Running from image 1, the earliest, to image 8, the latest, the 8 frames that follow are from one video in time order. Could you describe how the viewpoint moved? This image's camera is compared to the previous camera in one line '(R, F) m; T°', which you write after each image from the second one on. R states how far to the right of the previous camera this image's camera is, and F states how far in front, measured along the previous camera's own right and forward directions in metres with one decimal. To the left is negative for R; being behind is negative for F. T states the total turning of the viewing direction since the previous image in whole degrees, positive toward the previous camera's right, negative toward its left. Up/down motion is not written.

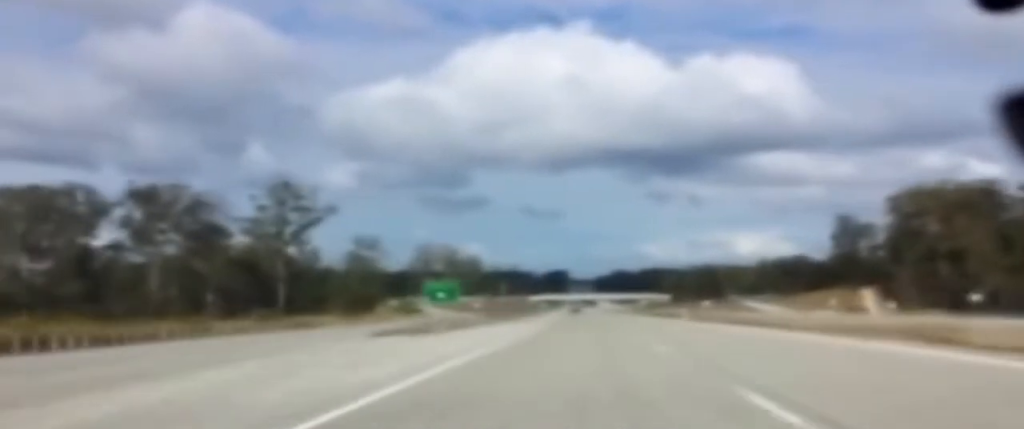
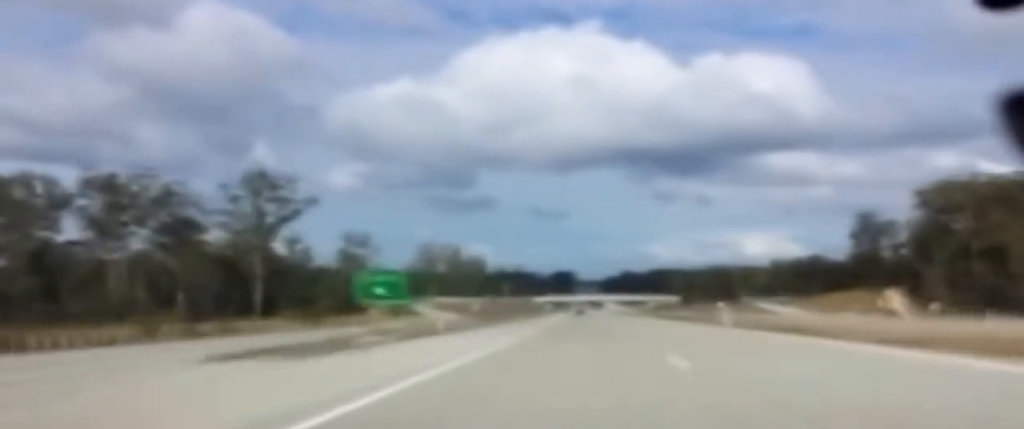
(+0.1, +16.4) m; 0°
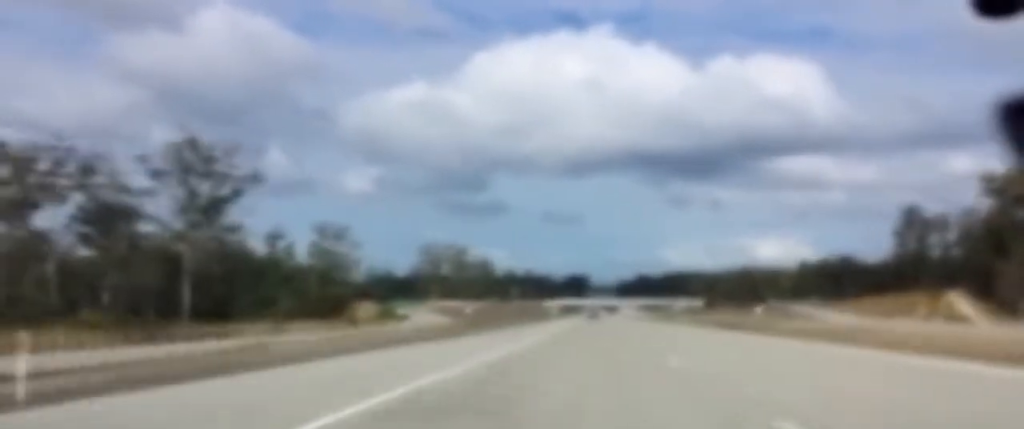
(-0.3, +33.7) m; -1°
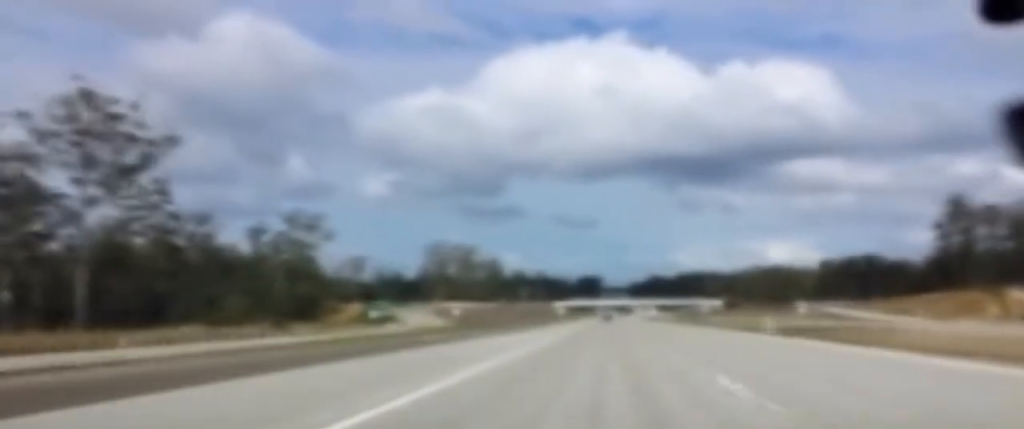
(-0.1, +31.6) m; 0°
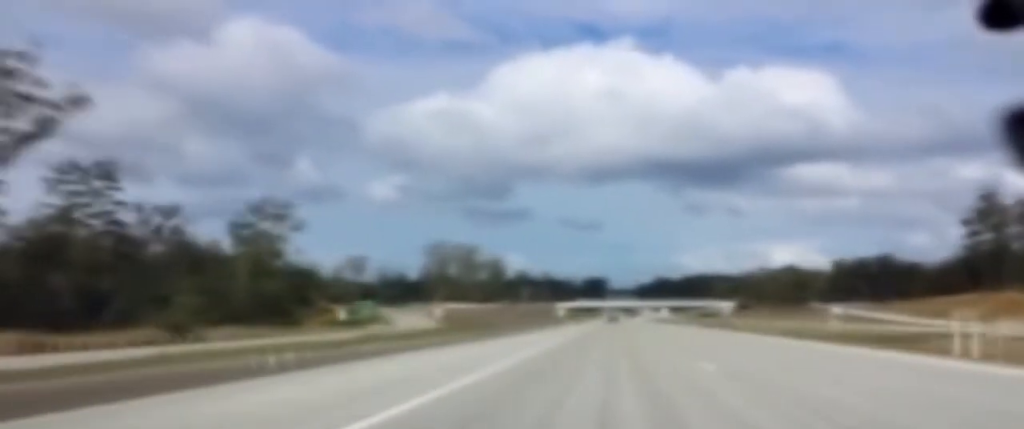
(+0.2, +20.3) m; 0°
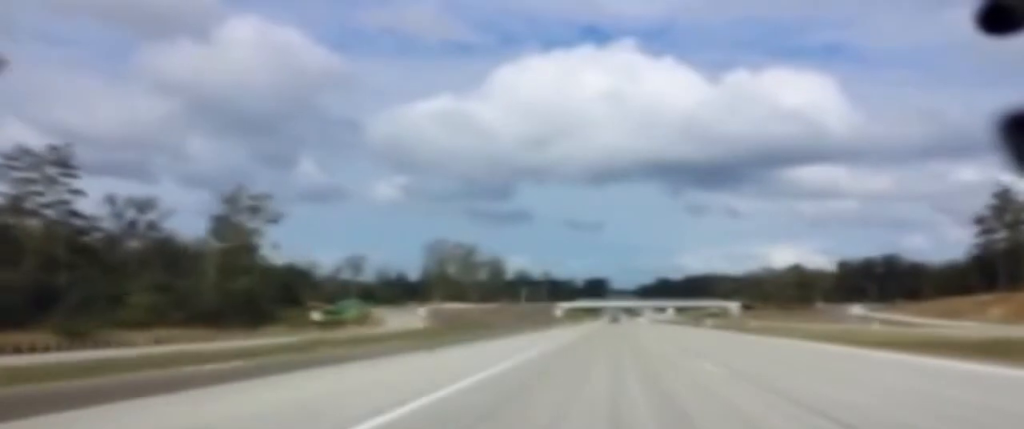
(+0.1, +12.2) m; 0°
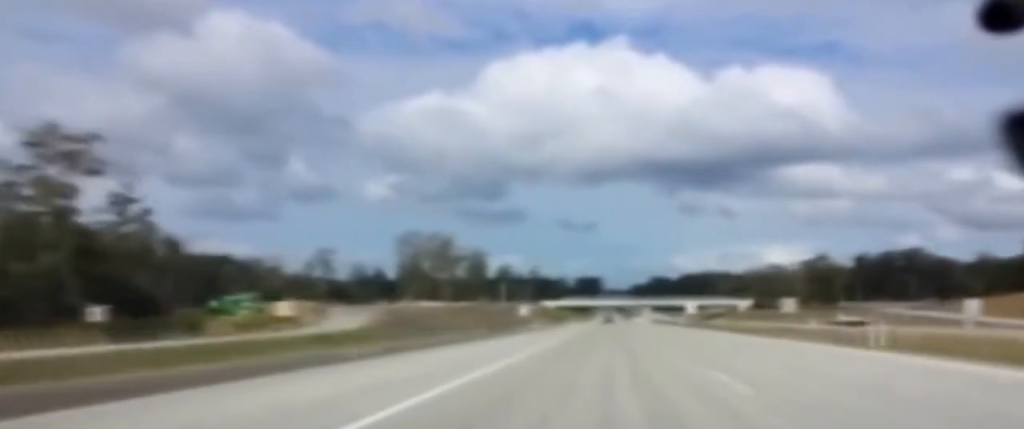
(-0.3, +42.6) m; 0°
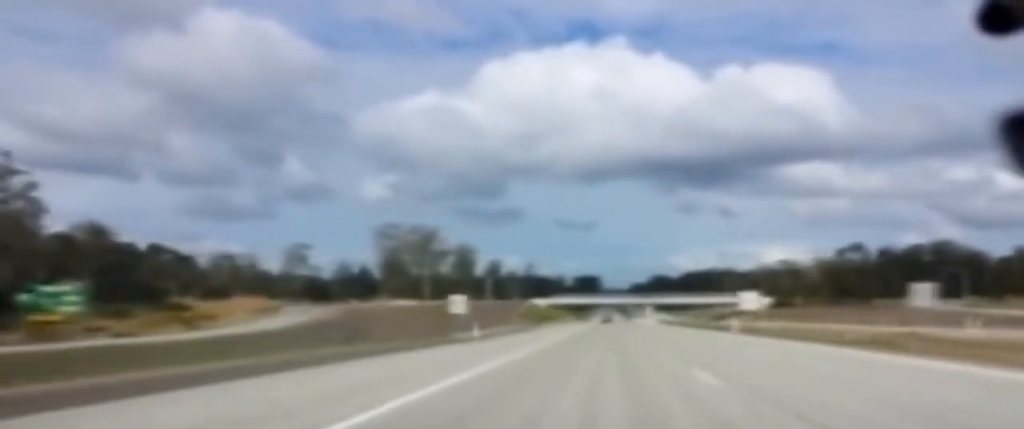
(+0.1, +36.5) m; 0°
